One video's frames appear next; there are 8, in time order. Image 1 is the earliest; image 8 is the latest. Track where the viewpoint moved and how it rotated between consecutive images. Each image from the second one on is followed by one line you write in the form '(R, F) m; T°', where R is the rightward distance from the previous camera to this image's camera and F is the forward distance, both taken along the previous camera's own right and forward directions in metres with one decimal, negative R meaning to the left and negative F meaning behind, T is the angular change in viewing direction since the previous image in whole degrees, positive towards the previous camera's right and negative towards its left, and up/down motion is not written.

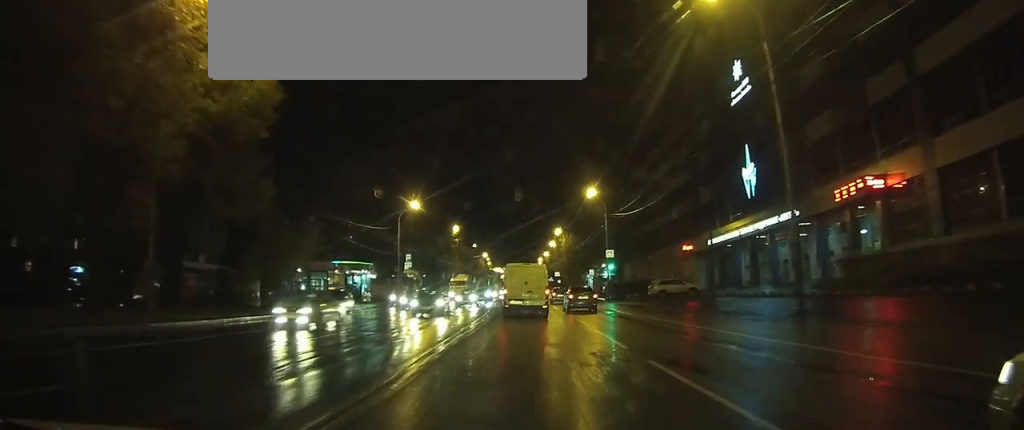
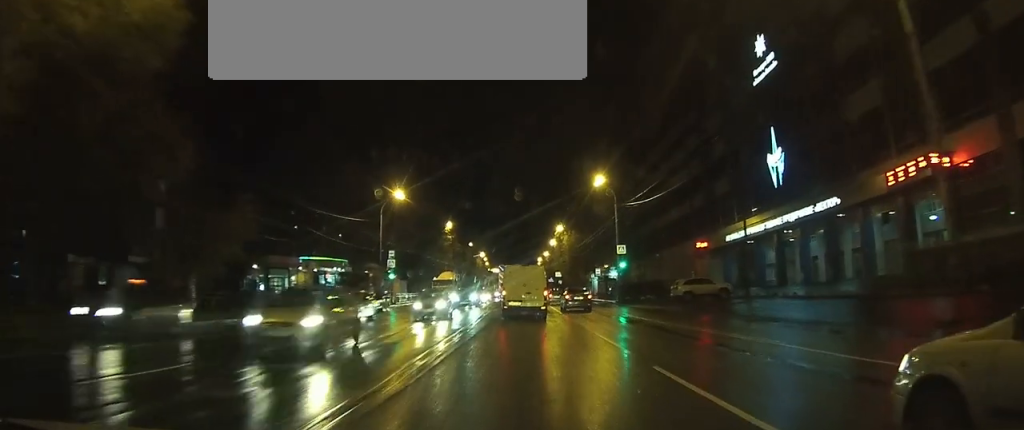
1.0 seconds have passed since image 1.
(+0.2, +9.8) m; +1°
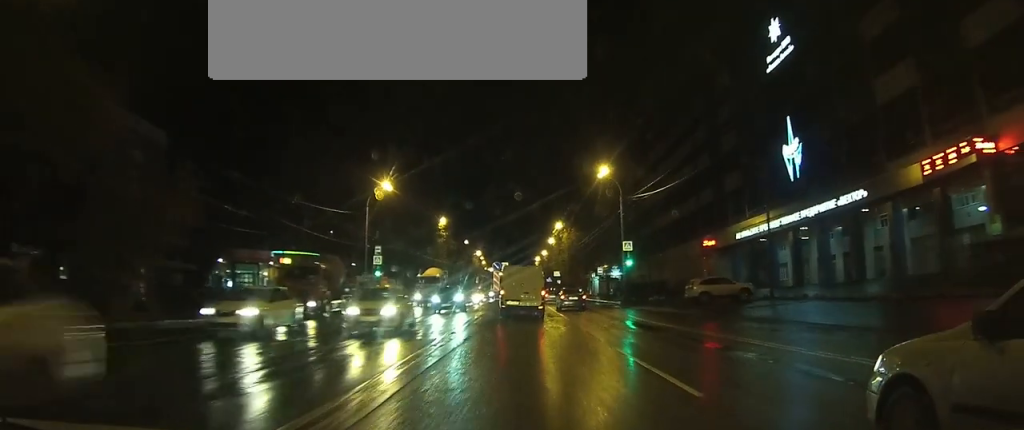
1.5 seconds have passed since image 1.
(0.0, +5.0) m; 0°
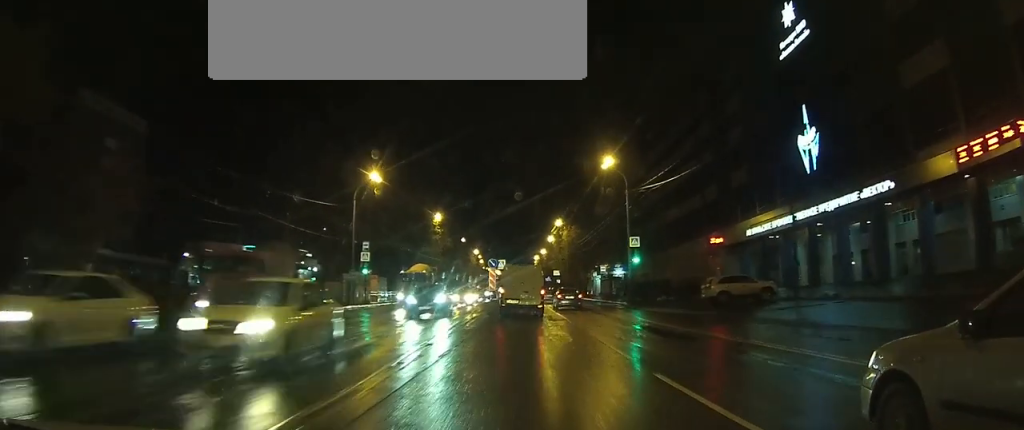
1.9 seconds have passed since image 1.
(0.0, +3.9) m; 0°
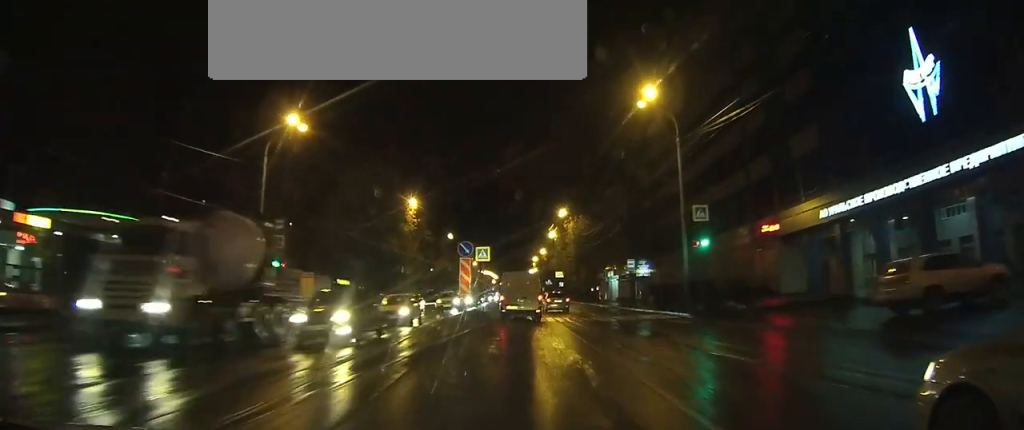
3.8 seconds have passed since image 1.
(+0.1, +16.0) m; +1°
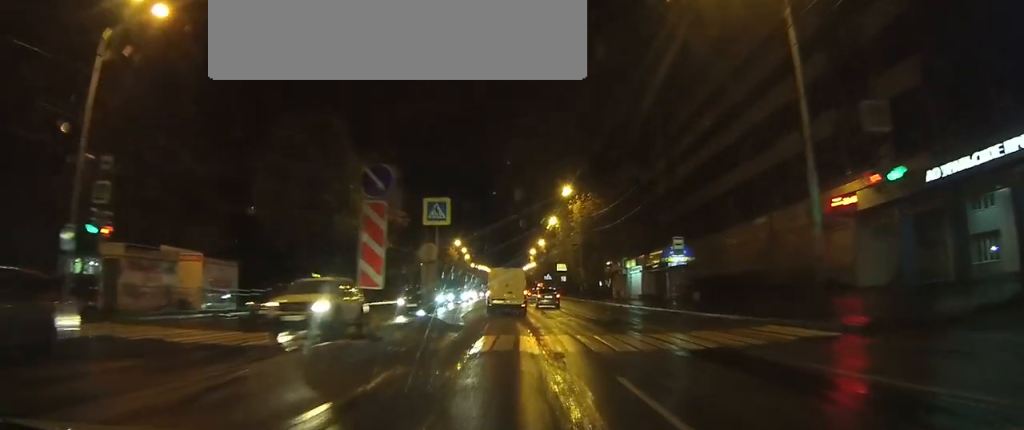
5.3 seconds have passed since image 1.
(0.0, +13.2) m; 0°
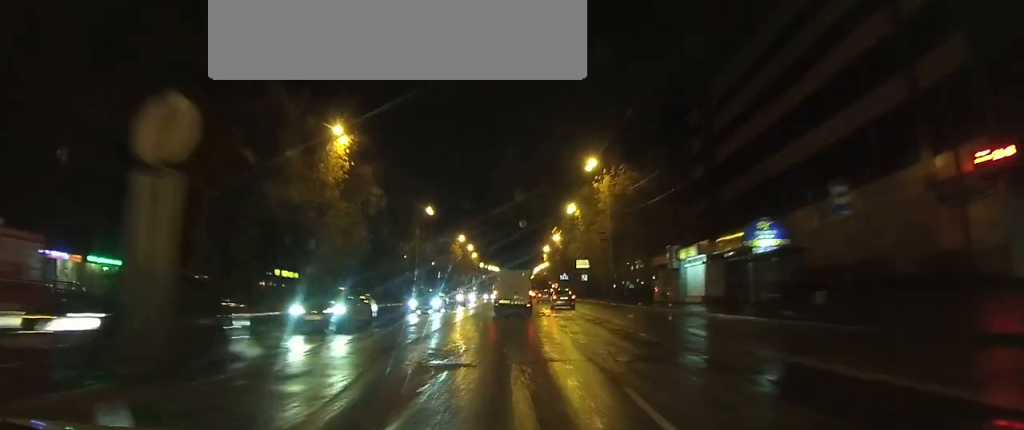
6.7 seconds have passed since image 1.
(-0.1, +16.5) m; -1°
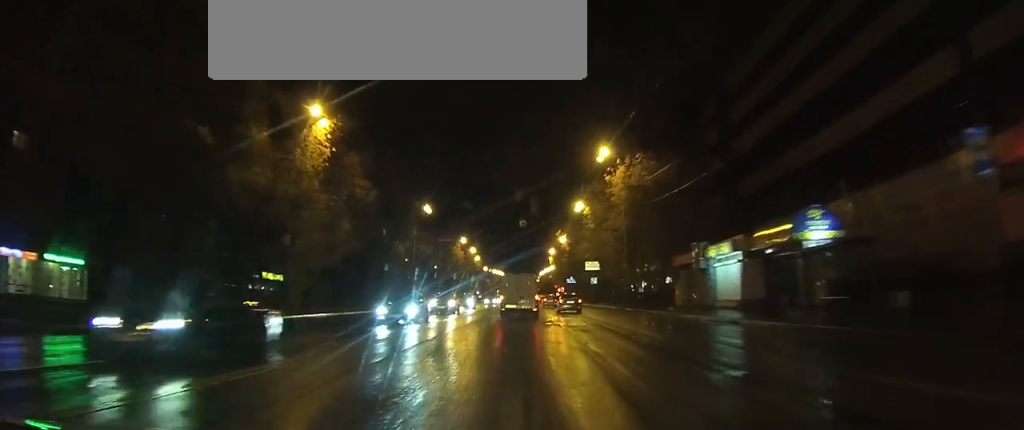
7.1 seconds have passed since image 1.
(0.0, +6.2) m; 0°
